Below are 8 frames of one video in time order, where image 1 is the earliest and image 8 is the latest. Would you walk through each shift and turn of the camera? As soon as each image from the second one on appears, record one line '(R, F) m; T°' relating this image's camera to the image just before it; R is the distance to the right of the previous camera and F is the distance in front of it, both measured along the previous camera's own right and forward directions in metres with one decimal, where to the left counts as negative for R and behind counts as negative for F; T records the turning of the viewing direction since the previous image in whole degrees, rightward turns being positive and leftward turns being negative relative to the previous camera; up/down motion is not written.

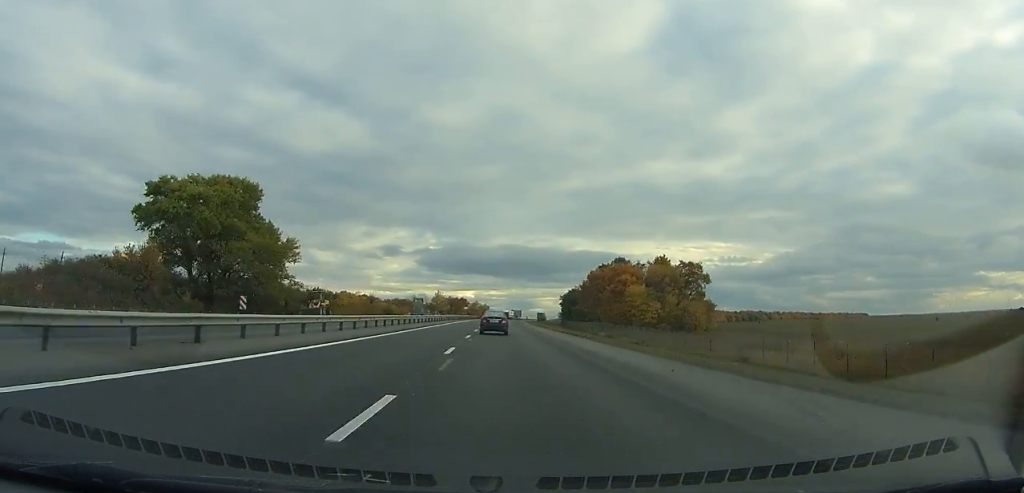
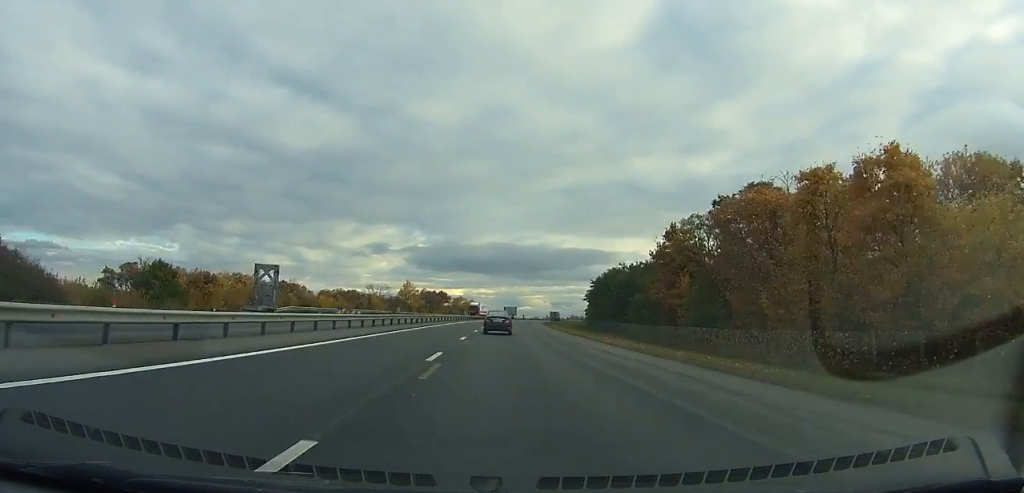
(+0.1, +74.7) m; +1°
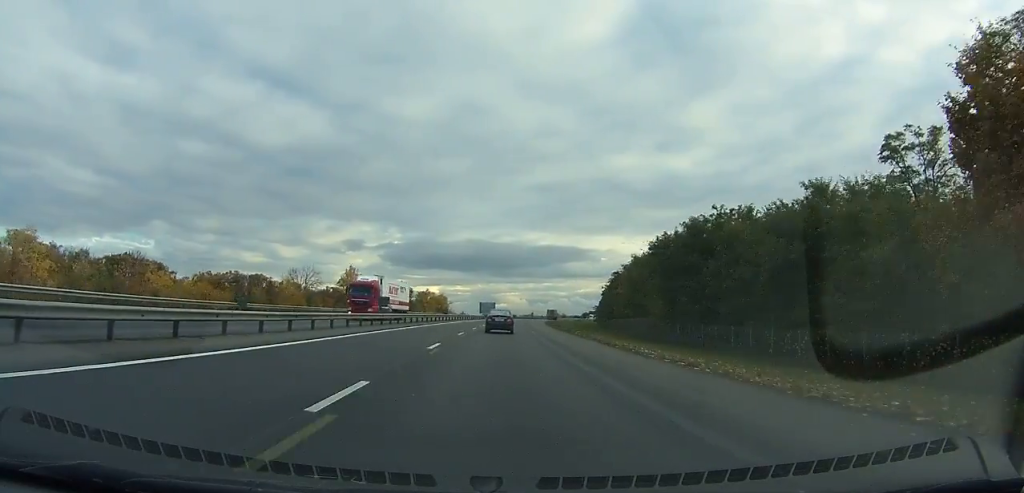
(+0.5, +56.2) m; +2°
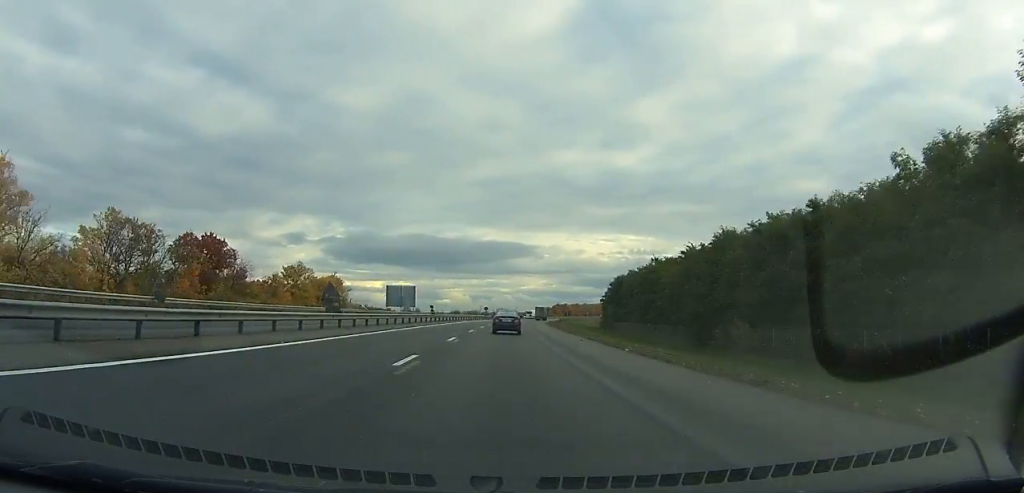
(+4.1, +115.5) m; +5°
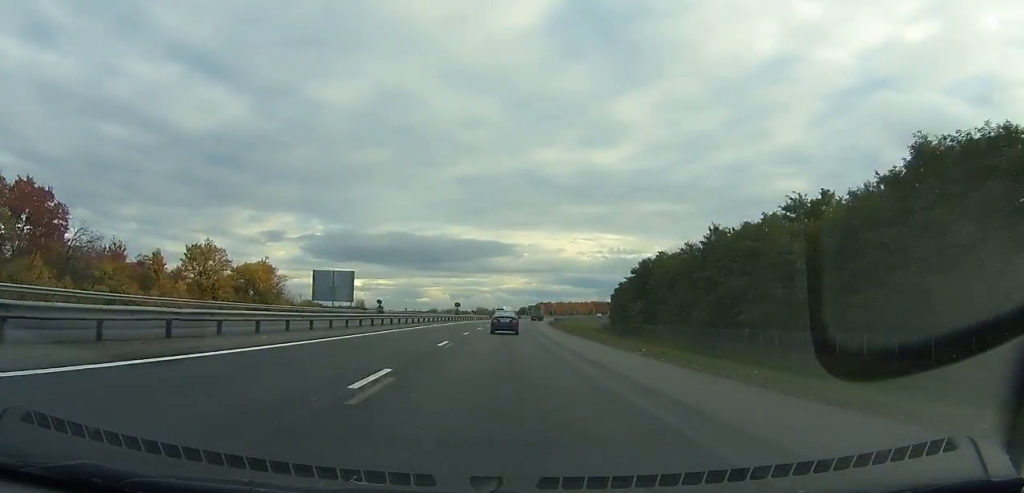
(0.0, +40.6) m; +2°
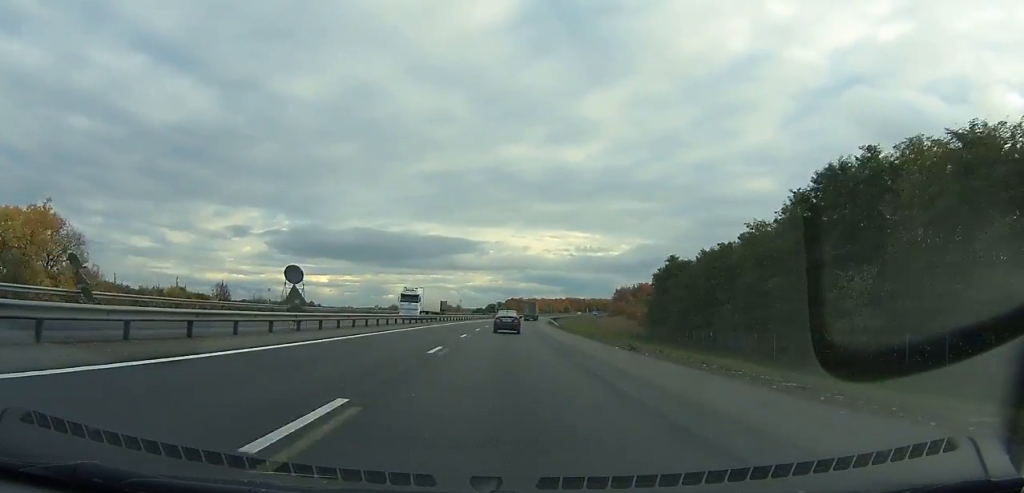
(+2.2, +65.4) m; +3°
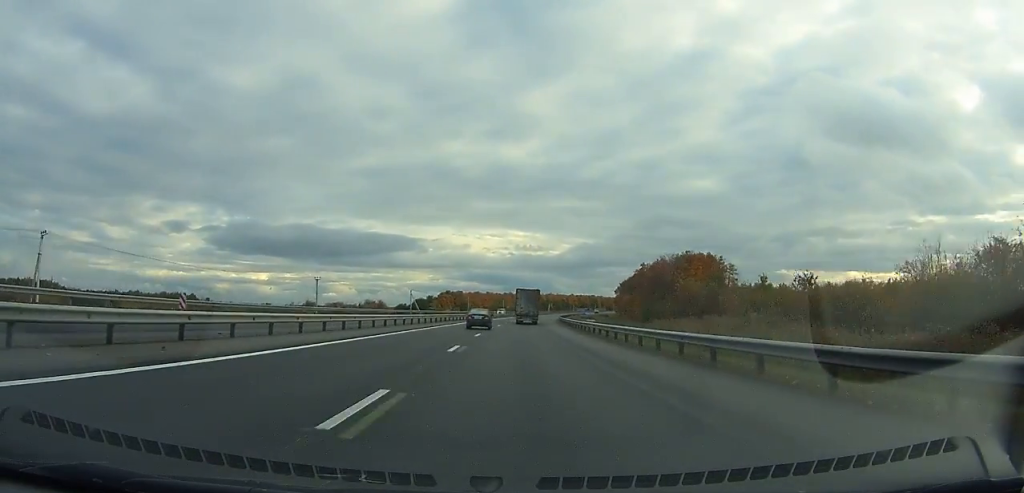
(+7.9, +133.4) m; +7°
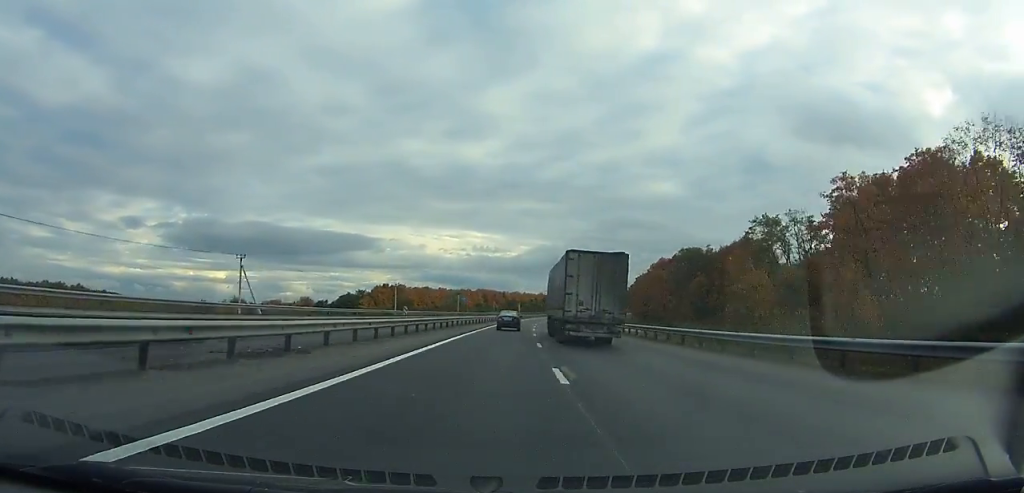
(+3.1, +93.2) m; +4°
